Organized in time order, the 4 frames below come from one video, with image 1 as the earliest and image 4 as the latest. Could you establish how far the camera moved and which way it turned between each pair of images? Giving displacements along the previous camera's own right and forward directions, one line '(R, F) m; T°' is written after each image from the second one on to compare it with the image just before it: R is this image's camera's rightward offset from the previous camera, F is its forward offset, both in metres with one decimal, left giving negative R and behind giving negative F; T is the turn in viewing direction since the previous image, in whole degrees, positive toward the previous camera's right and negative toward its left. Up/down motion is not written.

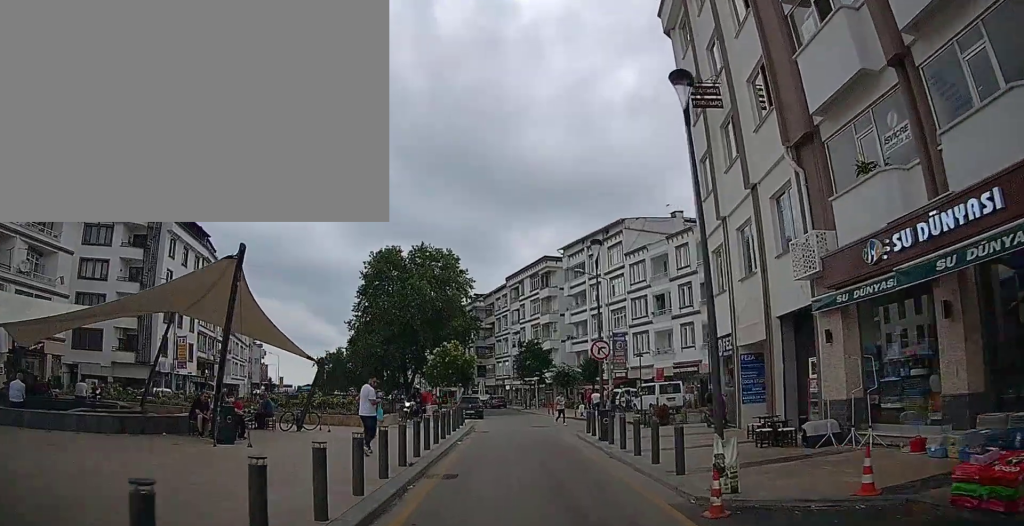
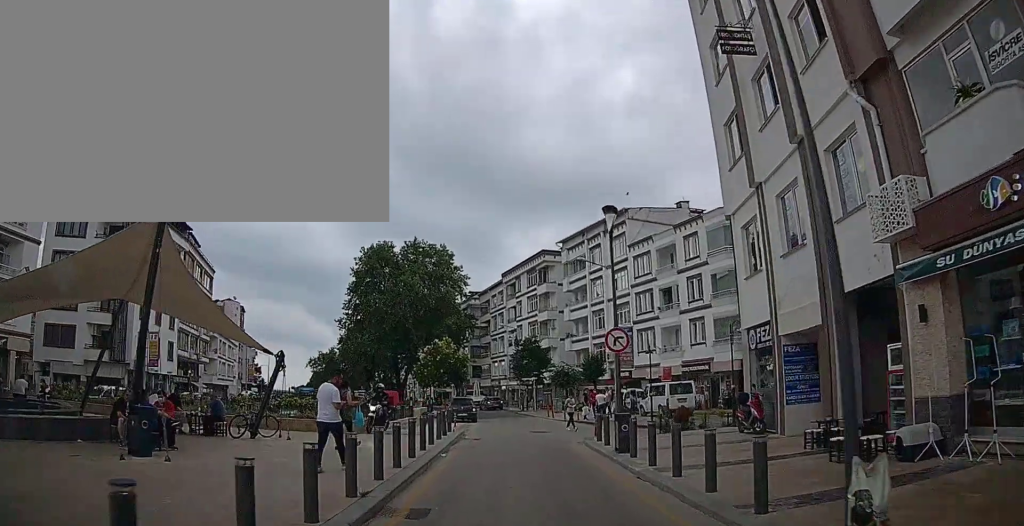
(+0.1, +3.1) m; 0°
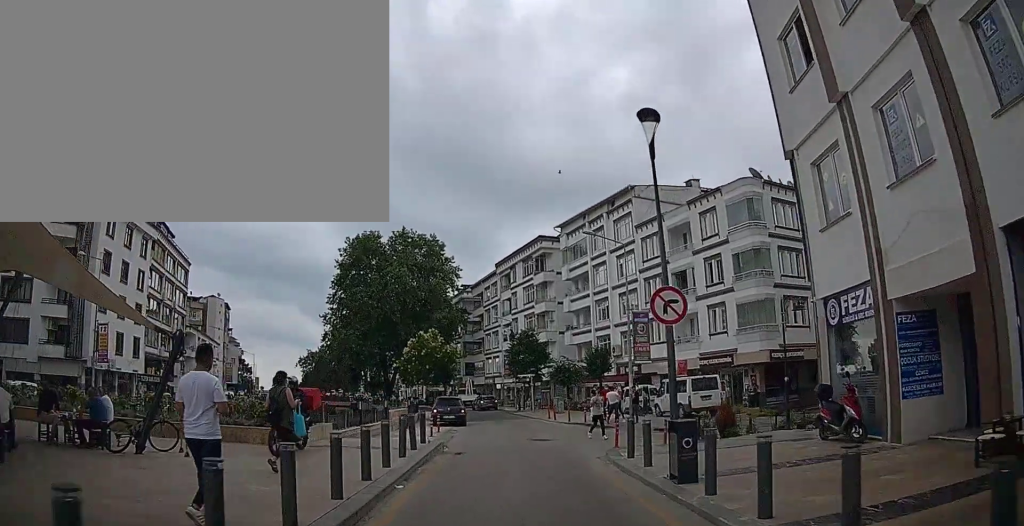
(-0.1, +4.9) m; 0°
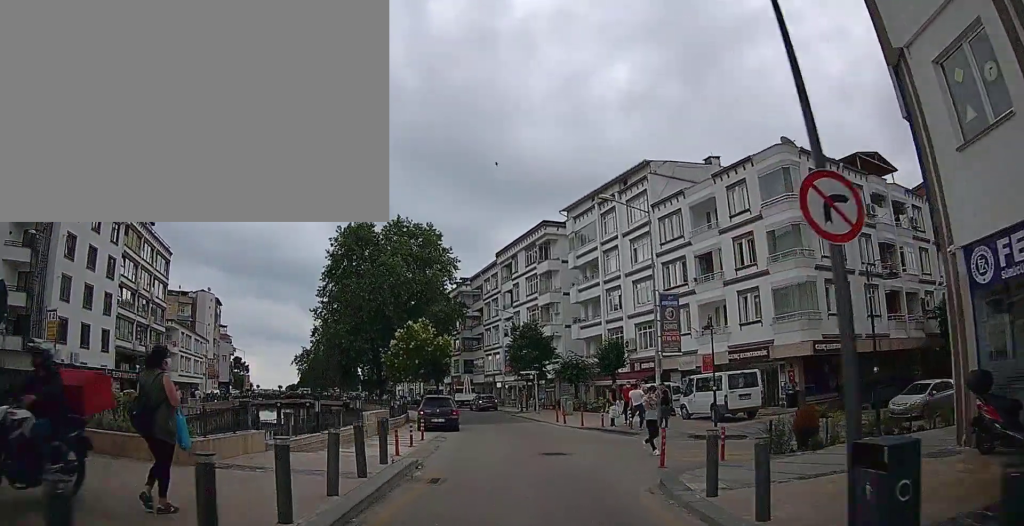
(0.0, +4.4) m; 0°
